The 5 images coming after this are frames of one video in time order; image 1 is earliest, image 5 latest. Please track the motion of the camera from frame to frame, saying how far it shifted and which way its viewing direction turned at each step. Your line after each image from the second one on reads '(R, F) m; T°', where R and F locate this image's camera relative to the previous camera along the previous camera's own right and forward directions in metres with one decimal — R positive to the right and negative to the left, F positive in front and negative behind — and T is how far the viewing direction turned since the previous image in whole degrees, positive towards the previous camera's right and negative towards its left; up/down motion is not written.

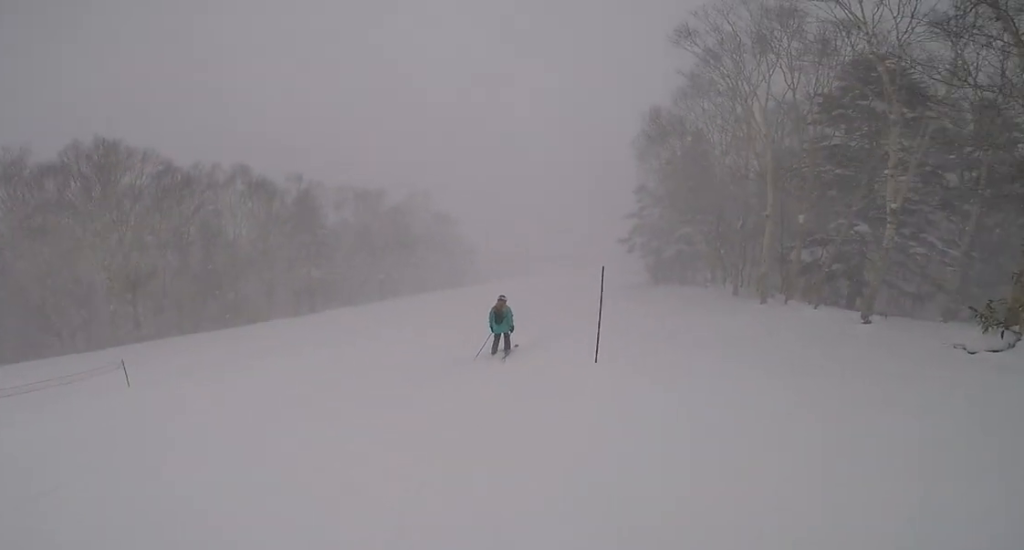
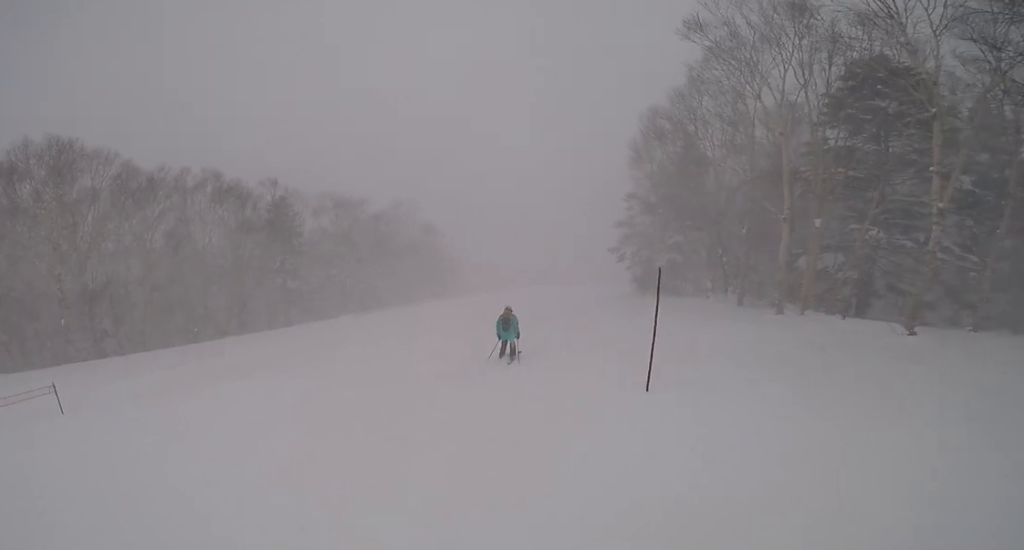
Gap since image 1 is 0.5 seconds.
(-0.1, +2.0) m; -8°
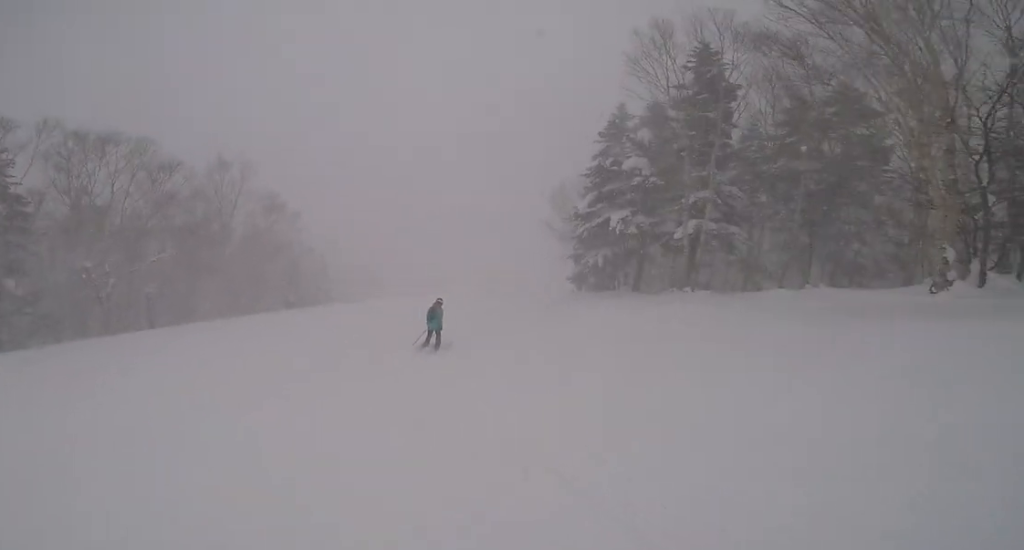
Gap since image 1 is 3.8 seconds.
(+0.1, +15.4) m; +12°
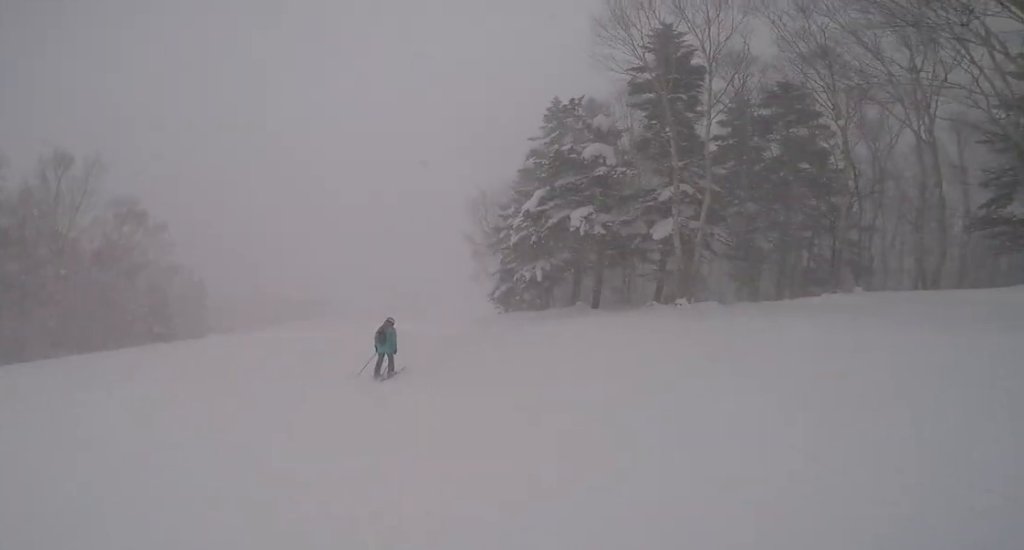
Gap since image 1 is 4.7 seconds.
(+0.1, +4.8) m; +11°
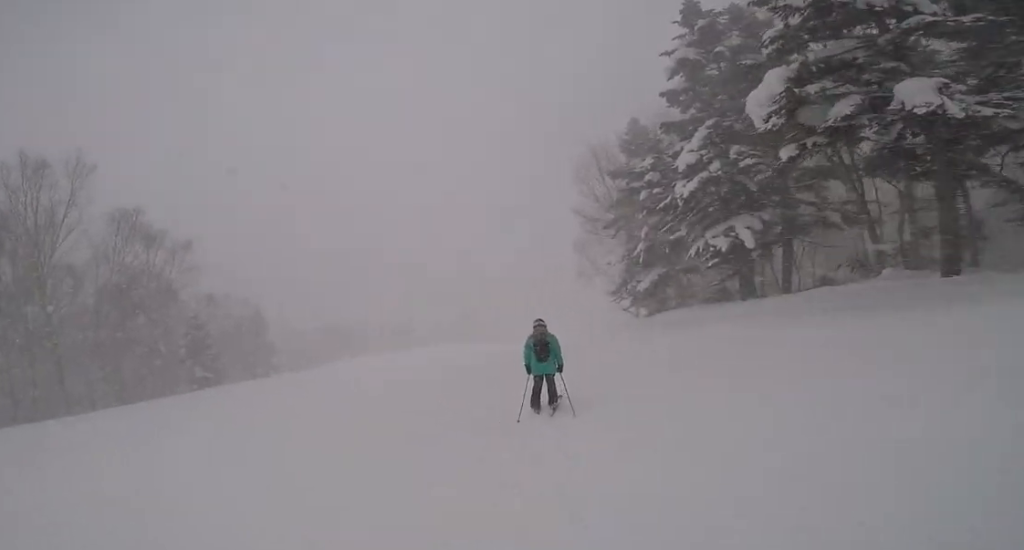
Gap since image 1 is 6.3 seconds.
(+1.3, +8.0) m; 0°
